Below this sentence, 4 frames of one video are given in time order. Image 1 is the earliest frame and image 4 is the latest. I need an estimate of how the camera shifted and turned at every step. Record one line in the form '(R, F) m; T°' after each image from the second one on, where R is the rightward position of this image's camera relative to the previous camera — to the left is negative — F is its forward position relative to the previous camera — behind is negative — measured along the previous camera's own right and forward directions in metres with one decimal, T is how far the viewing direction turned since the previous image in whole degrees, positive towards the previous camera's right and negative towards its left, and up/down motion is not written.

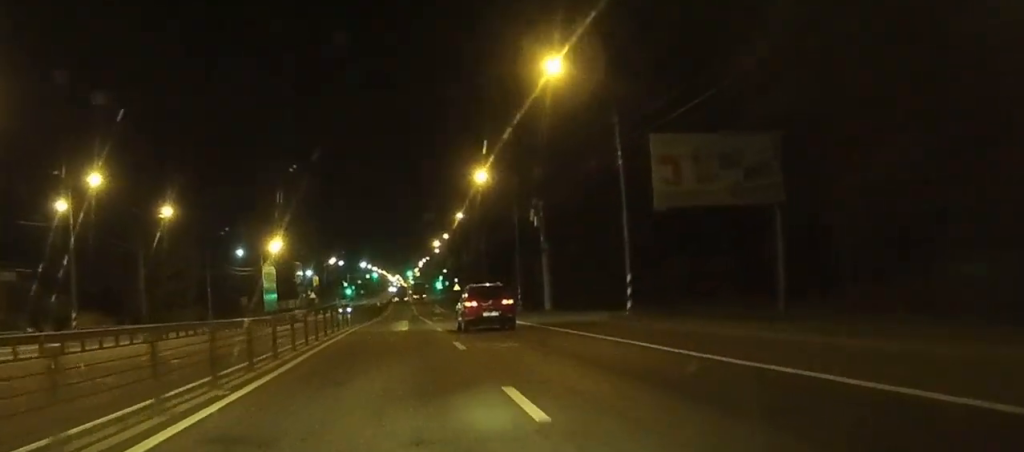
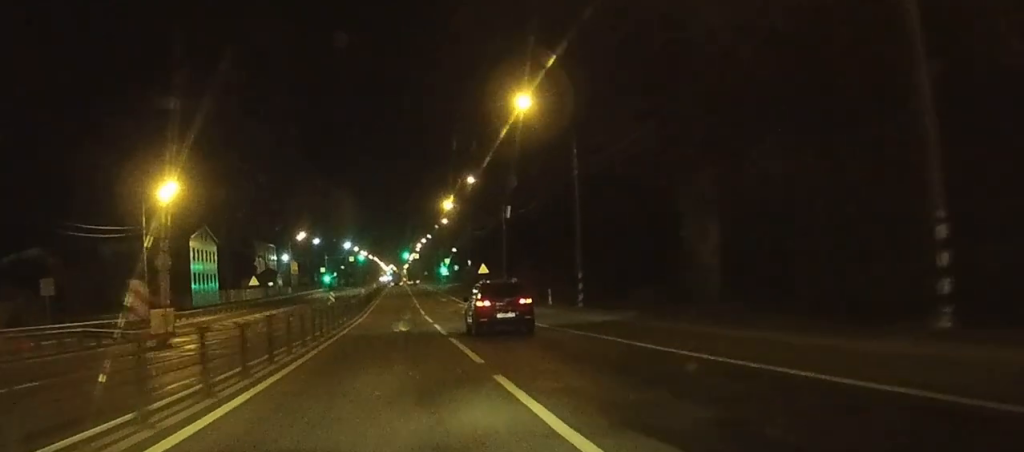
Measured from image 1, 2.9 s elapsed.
(+0.6, +53.1) m; +1°
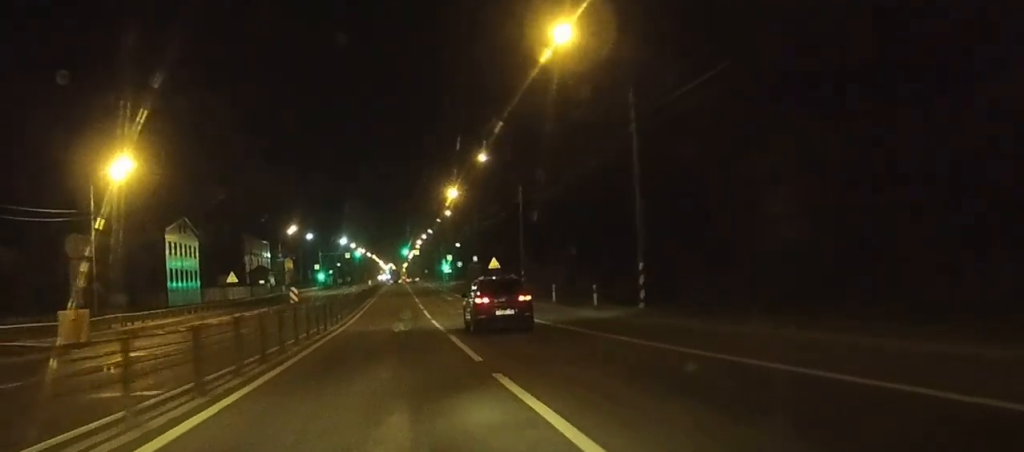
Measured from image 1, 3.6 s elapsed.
(0.0, +10.6) m; 0°
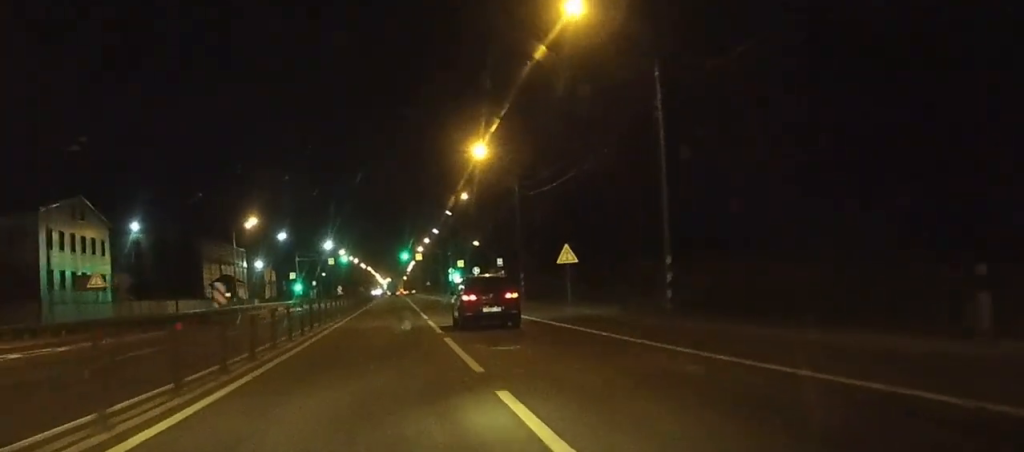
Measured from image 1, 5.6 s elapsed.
(+0.2, +39.7) m; 0°
